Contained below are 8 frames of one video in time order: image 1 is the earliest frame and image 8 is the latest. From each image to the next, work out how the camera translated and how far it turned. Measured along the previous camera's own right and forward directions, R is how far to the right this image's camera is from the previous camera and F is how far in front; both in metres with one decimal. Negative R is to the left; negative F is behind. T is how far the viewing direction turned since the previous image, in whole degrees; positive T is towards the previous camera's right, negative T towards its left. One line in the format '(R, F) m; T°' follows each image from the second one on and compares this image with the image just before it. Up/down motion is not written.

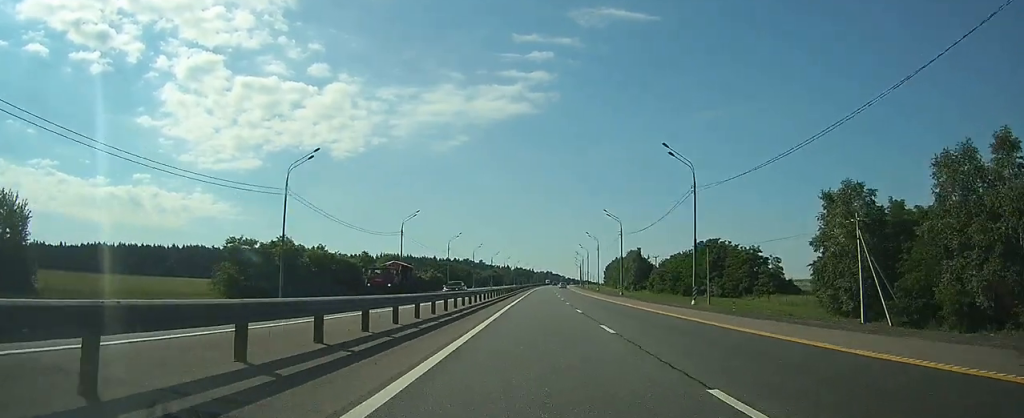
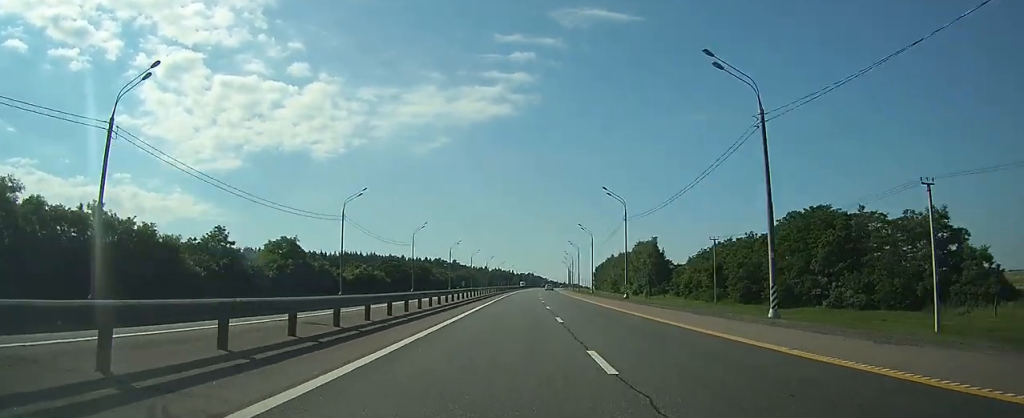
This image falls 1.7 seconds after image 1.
(+1.6, +55.7) m; +3°
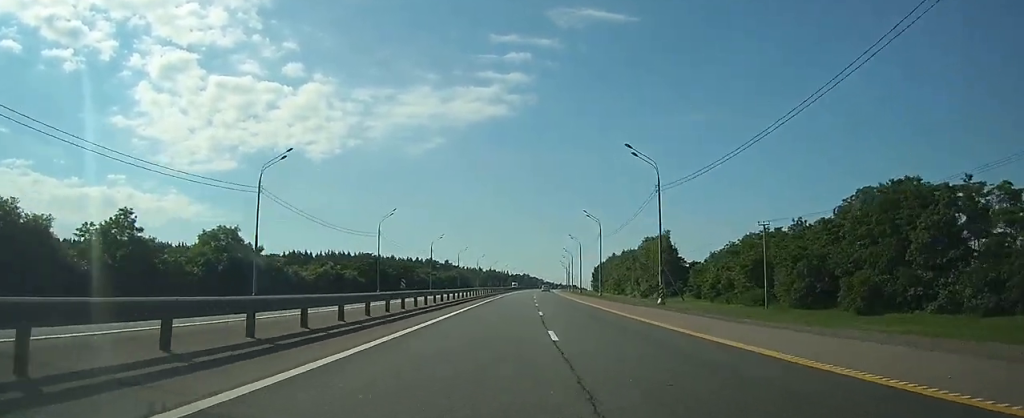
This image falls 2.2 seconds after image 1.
(+0.1, +18.9) m; 0°
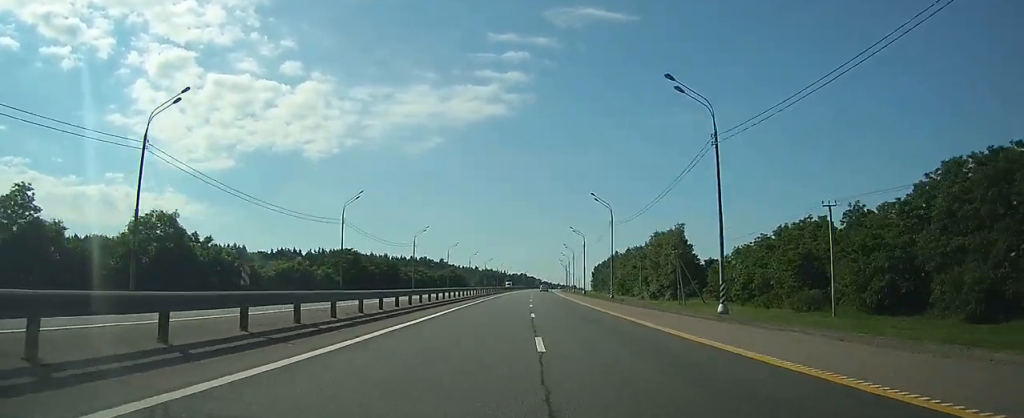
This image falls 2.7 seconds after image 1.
(+0.1, +14.5) m; 0°
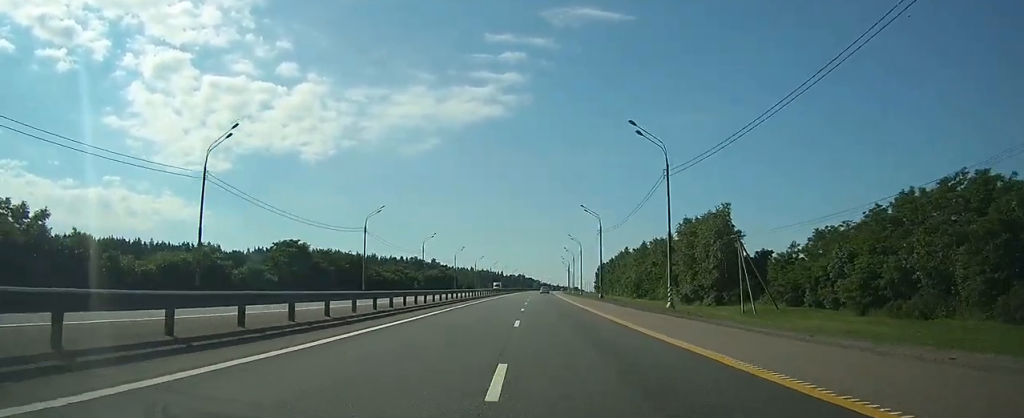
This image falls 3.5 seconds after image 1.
(+0.1, +28.9) m; 0°
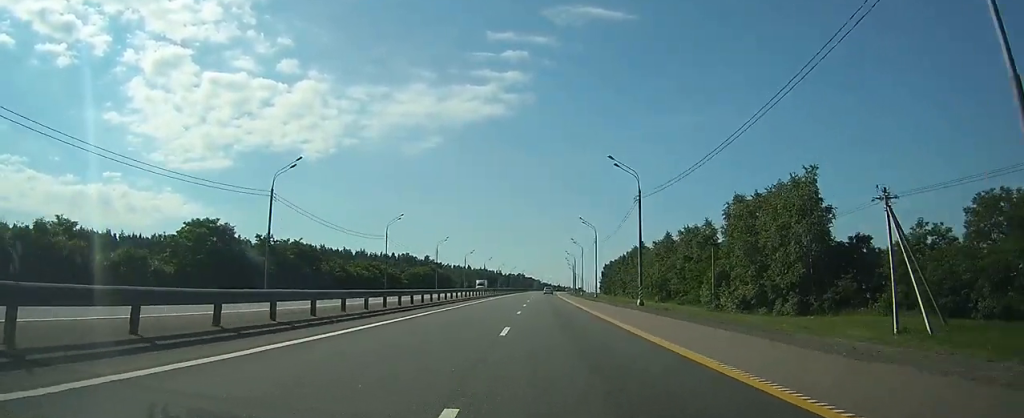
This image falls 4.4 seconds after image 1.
(0.0, +27.9) m; 0°
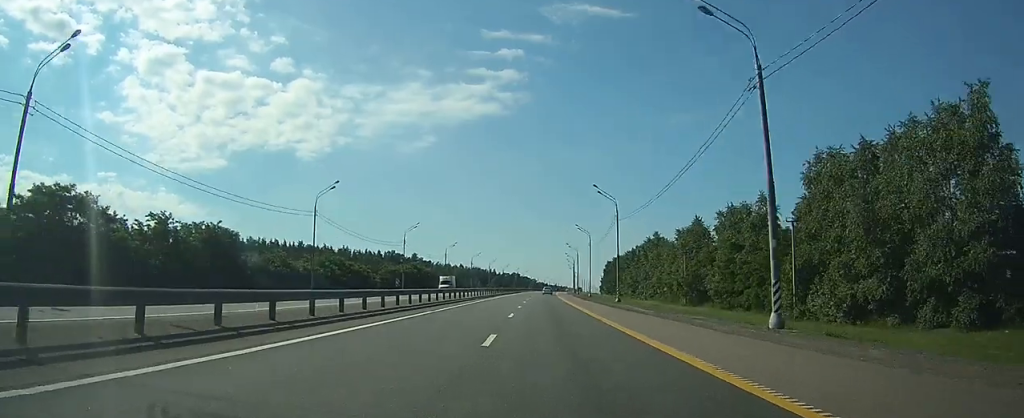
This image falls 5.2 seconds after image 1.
(0.0, +26.7) m; 0°
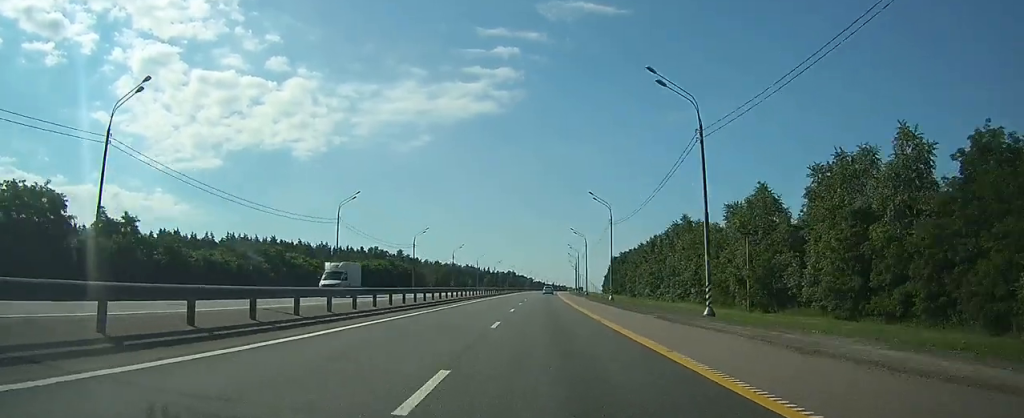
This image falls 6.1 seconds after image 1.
(0.0, +31.1) m; 0°
